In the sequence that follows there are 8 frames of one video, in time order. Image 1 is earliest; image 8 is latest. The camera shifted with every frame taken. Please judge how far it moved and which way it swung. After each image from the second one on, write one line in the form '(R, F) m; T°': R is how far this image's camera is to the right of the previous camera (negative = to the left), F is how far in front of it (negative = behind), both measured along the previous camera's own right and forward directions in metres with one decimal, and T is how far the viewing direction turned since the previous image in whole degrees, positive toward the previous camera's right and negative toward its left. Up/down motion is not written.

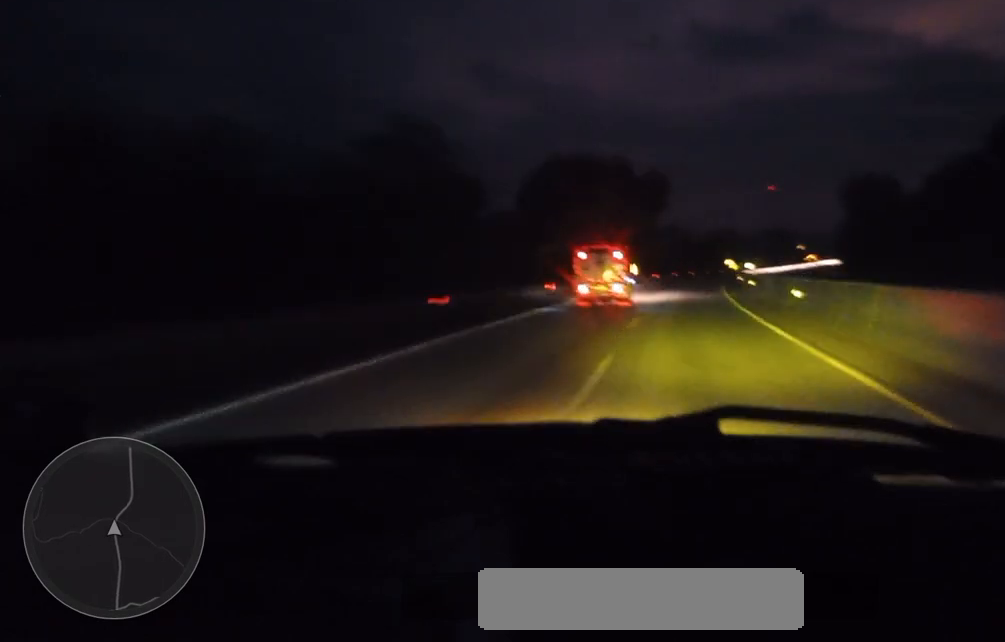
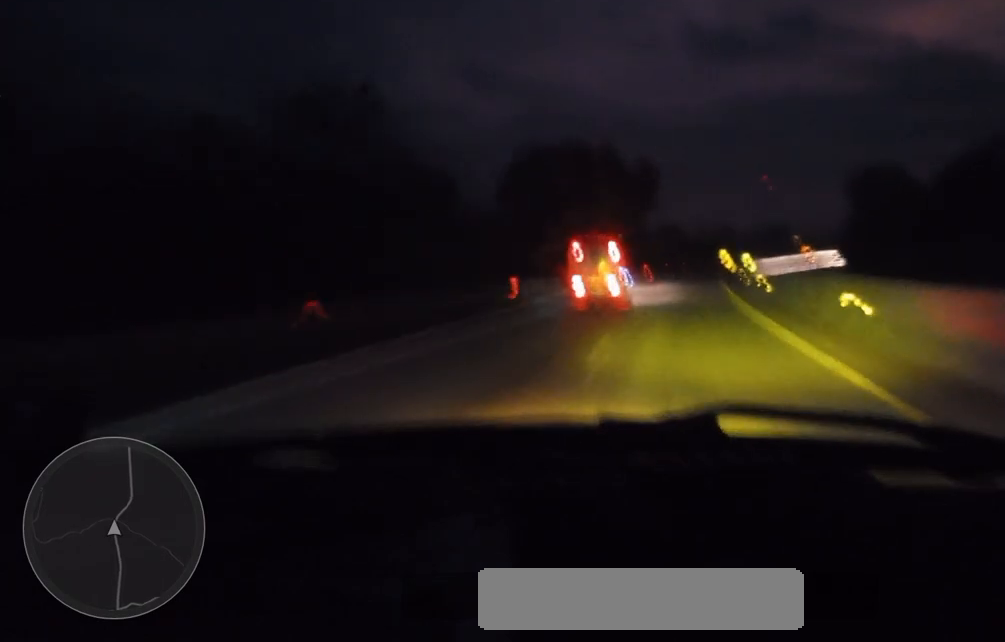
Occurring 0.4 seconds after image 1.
(0.0, +11.8) m; +1°
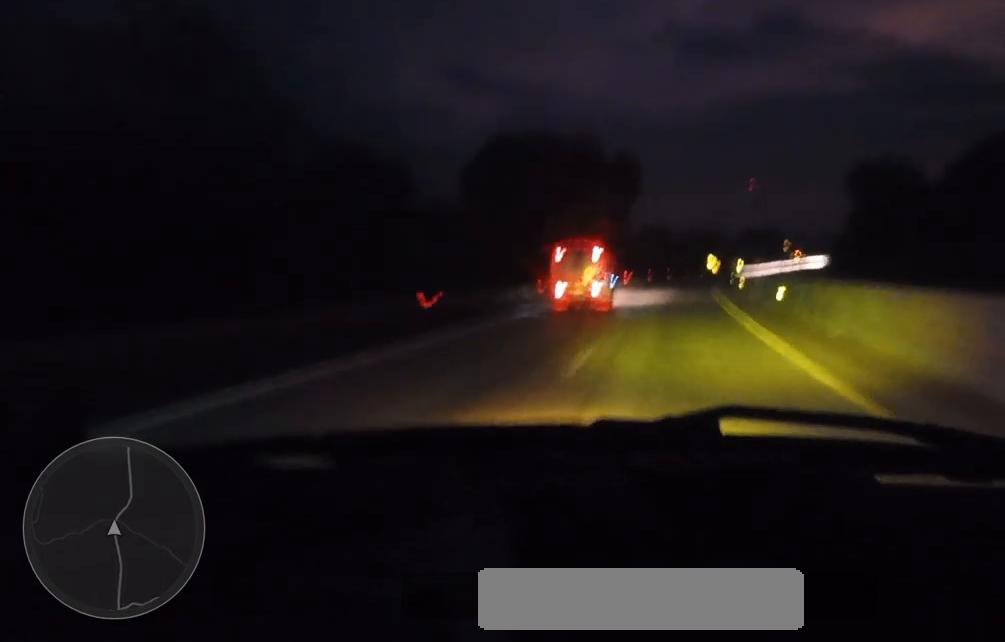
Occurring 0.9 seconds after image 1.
(+0.1, +13.2) m; +1°
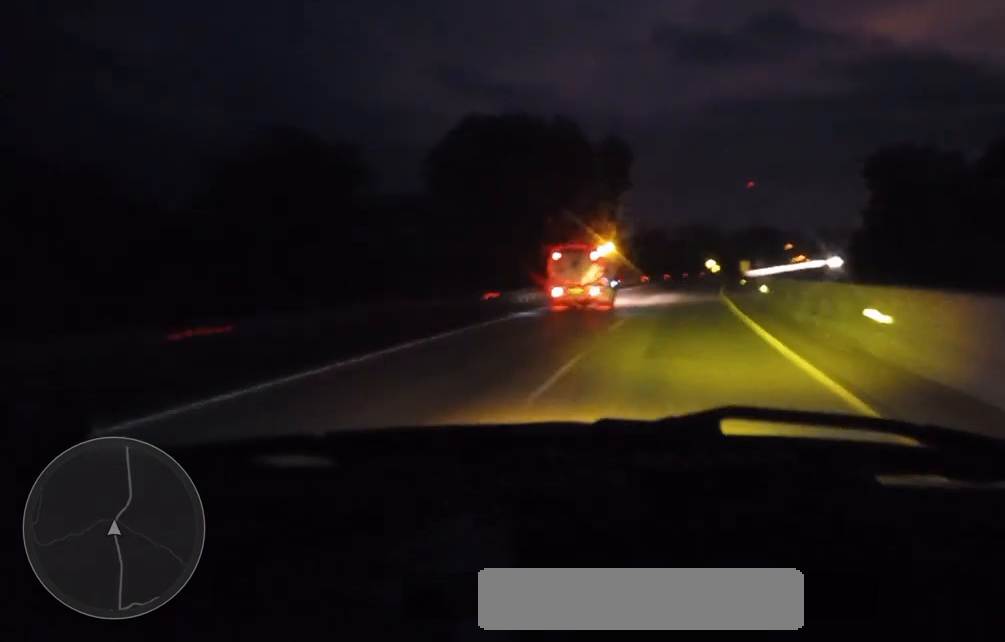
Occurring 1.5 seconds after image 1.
(+0.1, +17.5) m; +1°
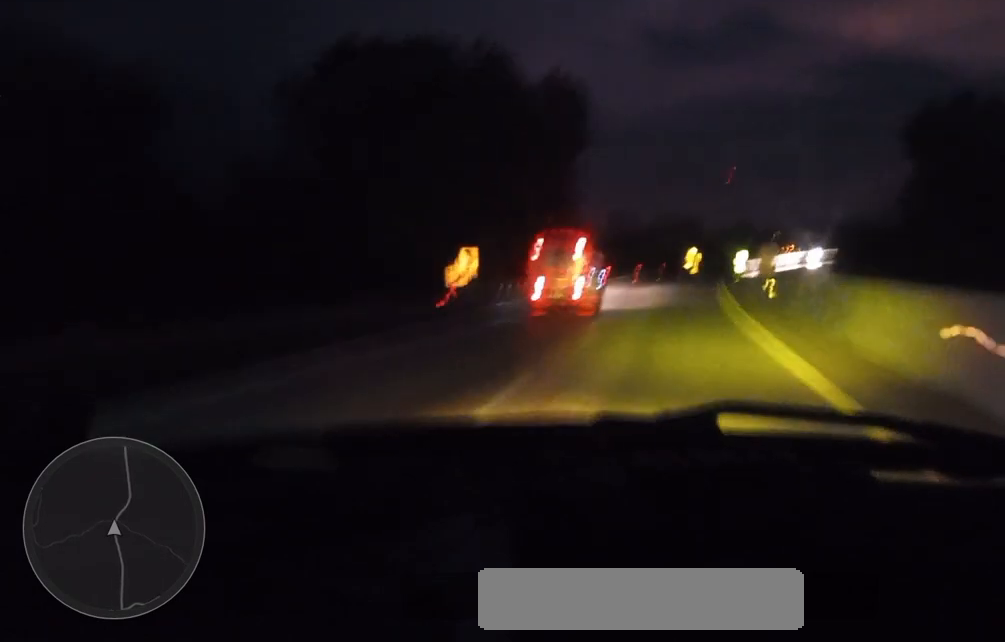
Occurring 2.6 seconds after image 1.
(+0.8, +30.6) m; +2°
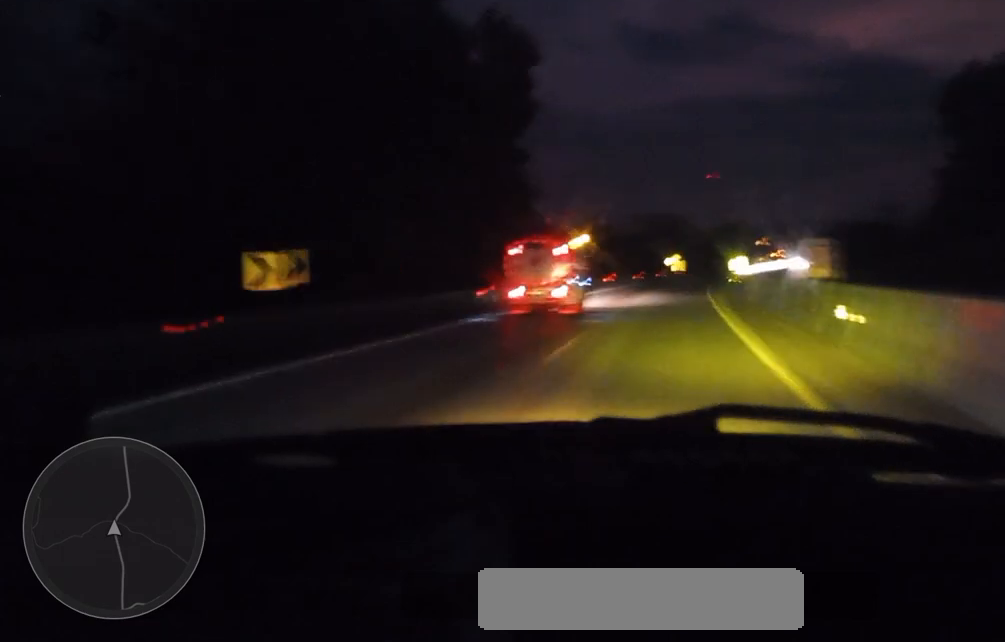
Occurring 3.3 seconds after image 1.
(+0.3, +19.8) m; +1°
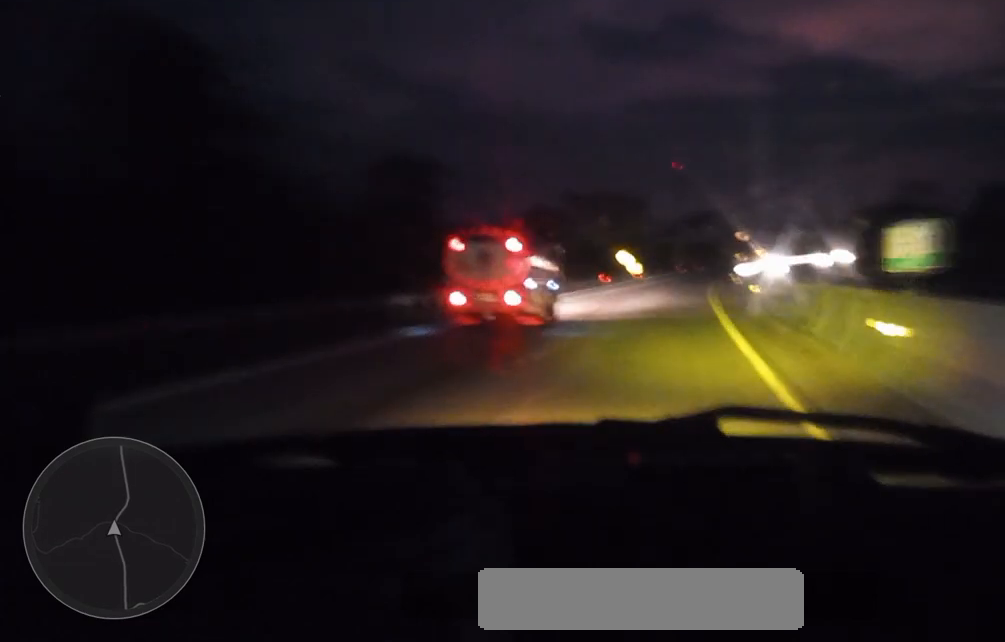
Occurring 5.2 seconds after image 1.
(+0.3, +54.3) m; +2°
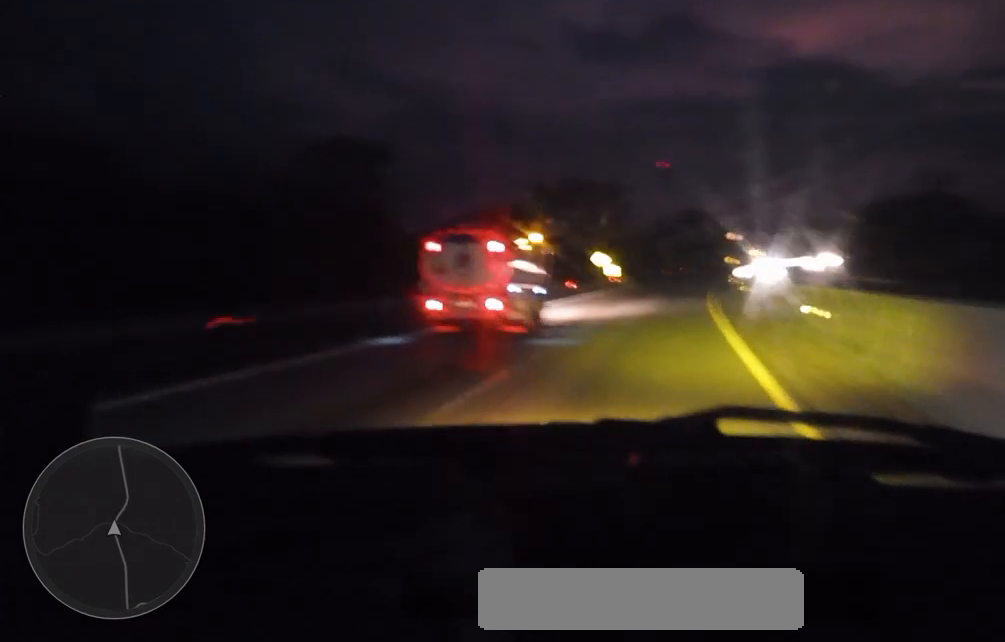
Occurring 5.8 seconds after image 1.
(+0.4, +17.5) m; +1°
